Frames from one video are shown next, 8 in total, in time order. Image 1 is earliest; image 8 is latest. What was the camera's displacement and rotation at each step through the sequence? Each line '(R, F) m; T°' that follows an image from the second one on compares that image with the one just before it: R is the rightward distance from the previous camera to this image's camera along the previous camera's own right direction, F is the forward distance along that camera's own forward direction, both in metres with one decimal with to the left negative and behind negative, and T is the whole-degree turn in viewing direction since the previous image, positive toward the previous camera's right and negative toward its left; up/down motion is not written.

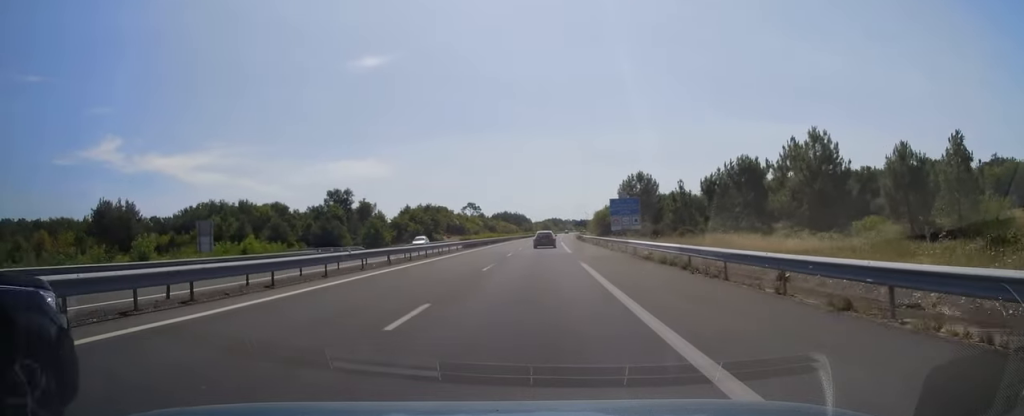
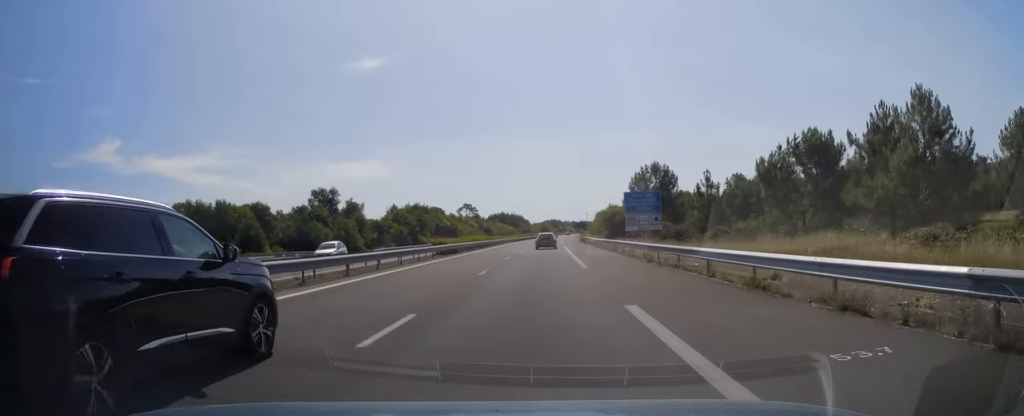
(+0.1, +14.3) m; 0°
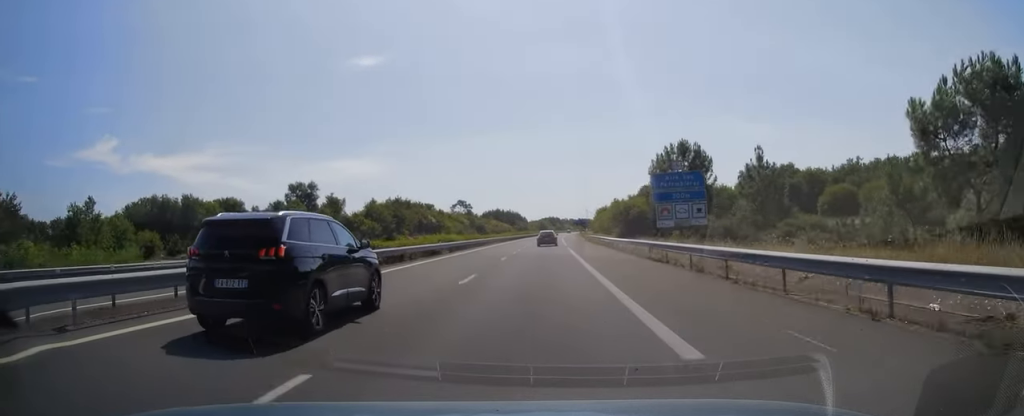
(+0.1, +17.7) m; 0°
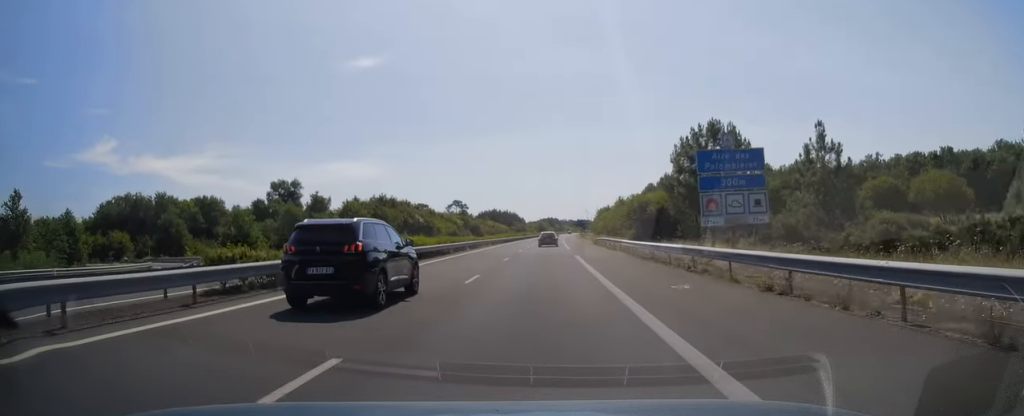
(0.0, +12.3) m; 0°
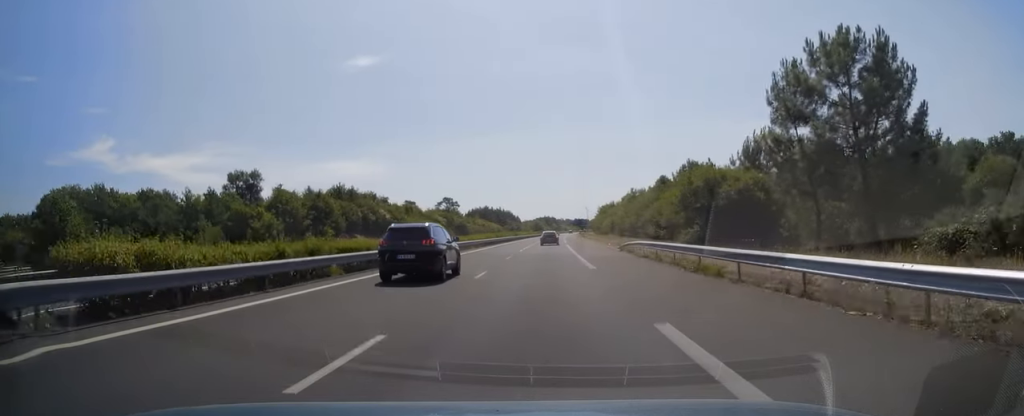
(0.0, +24.6) m; 0°
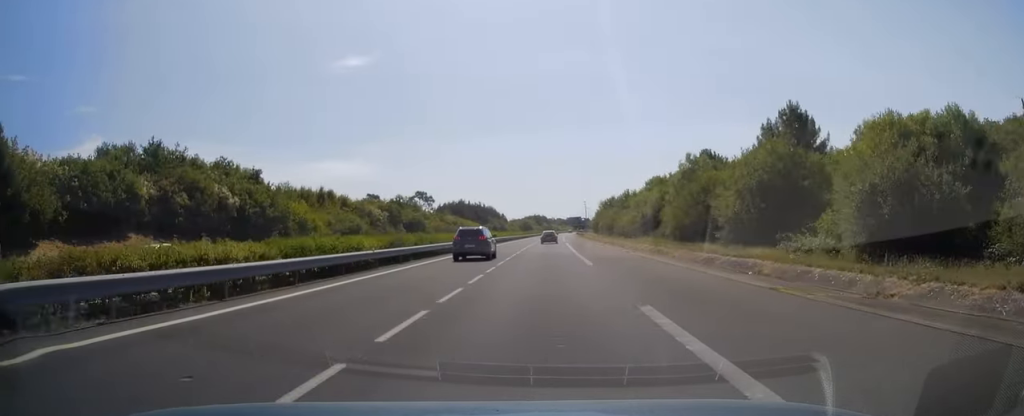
(+0.1, +50.2) m; 0°
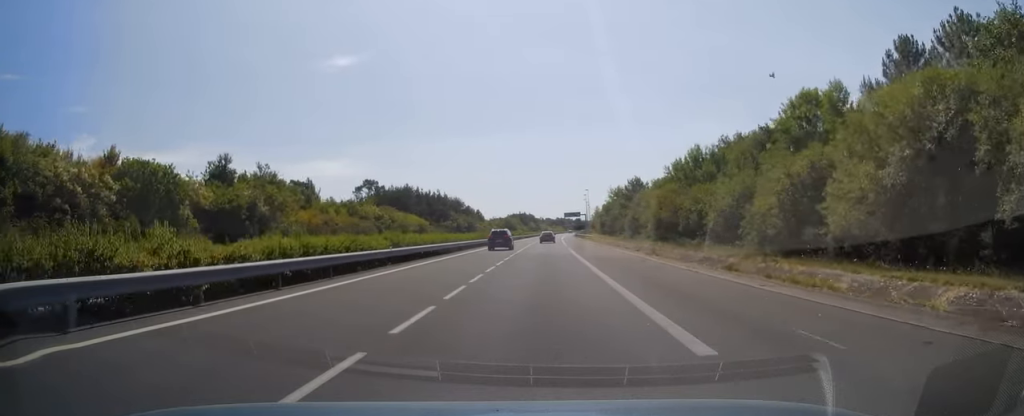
(+1.2, +68.8) m; +2°
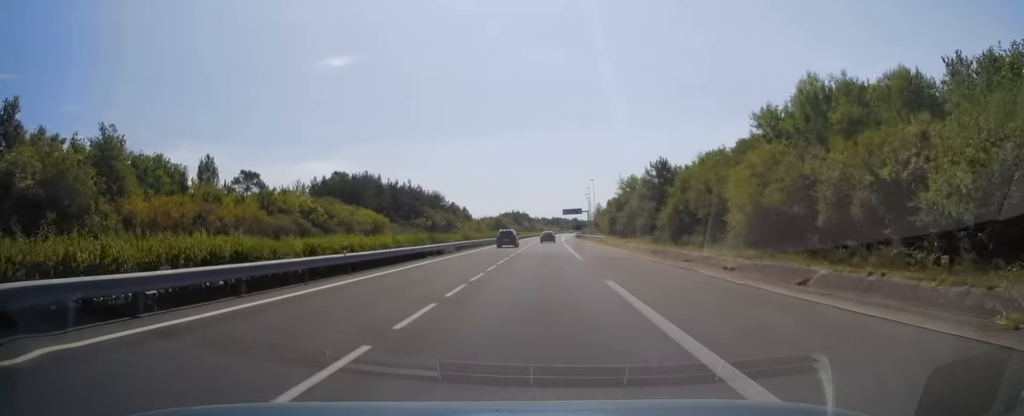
(+0.1, +30.0) m; 0°
